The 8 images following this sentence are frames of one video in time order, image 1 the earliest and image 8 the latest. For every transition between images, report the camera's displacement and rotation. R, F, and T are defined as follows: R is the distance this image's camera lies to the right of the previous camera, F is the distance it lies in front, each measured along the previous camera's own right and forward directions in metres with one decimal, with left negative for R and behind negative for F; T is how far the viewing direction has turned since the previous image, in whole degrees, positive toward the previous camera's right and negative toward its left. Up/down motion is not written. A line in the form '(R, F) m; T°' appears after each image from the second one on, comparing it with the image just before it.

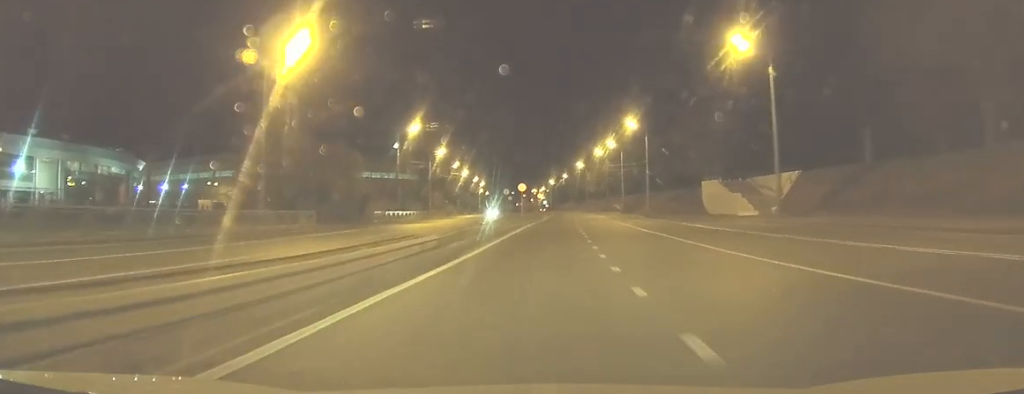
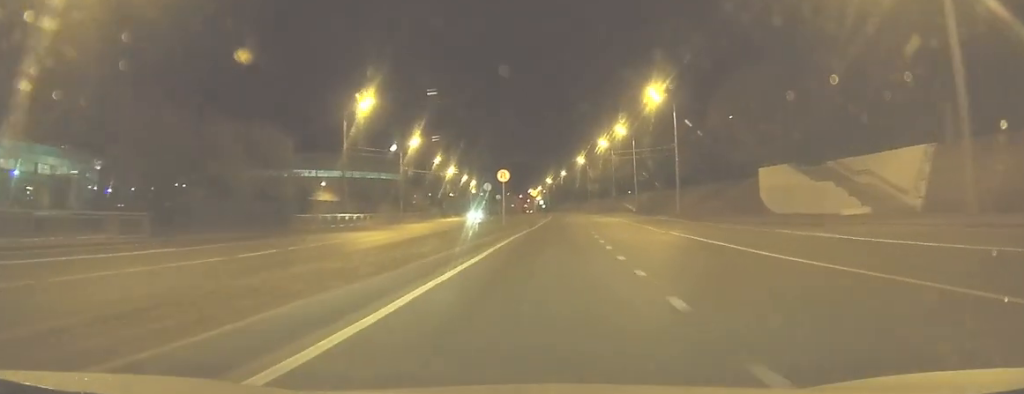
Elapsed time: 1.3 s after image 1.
(0.0, +21.3) m; 0°
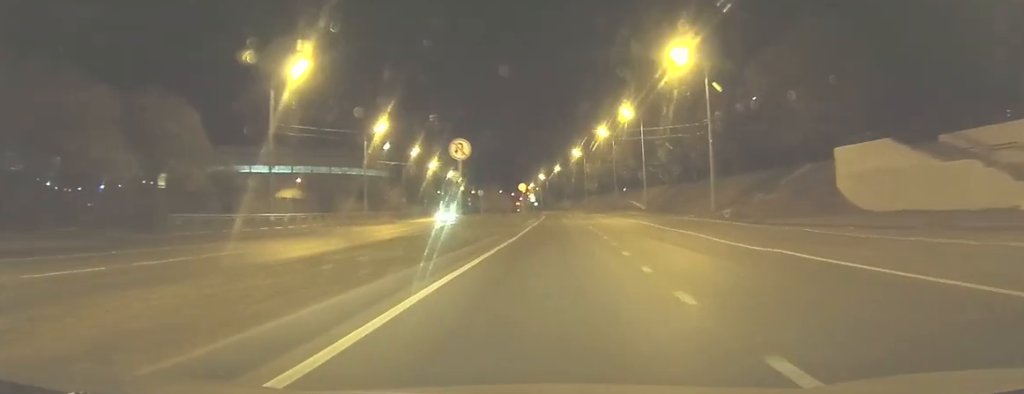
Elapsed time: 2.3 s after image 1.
(0.0, +15.8) m; 0°
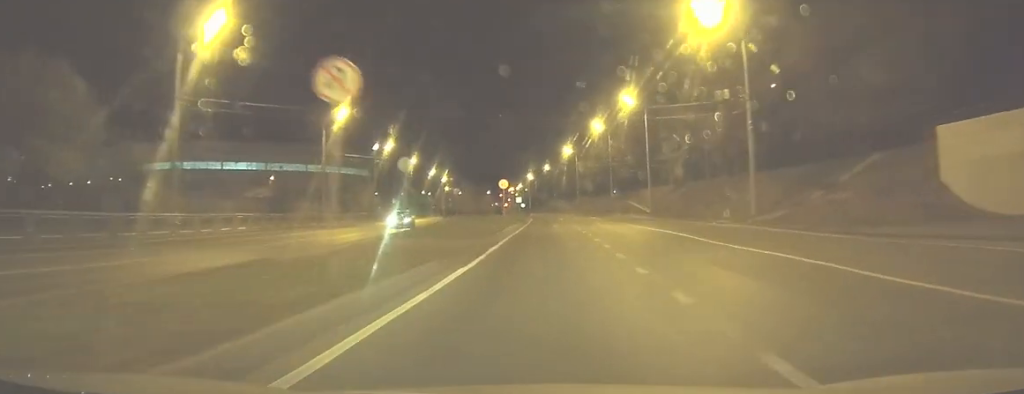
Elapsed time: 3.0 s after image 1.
(+0.1, +11.9) m; 0°
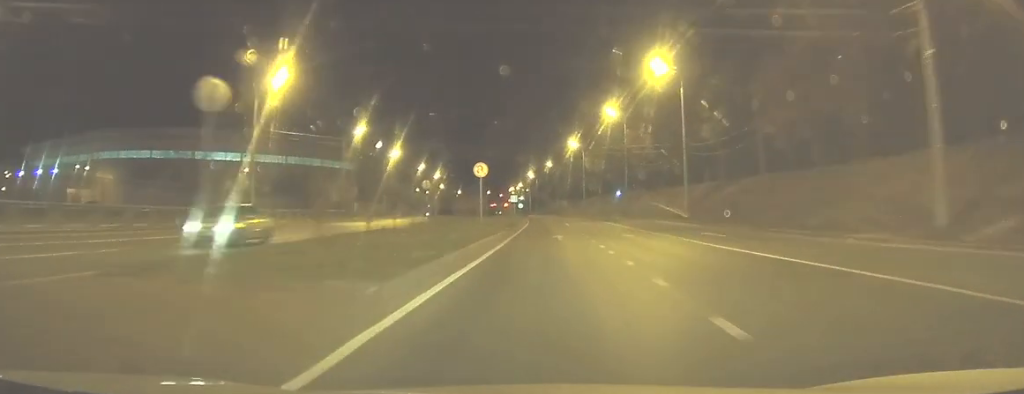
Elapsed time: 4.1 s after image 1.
(+0.1, +18.1) m; 0°
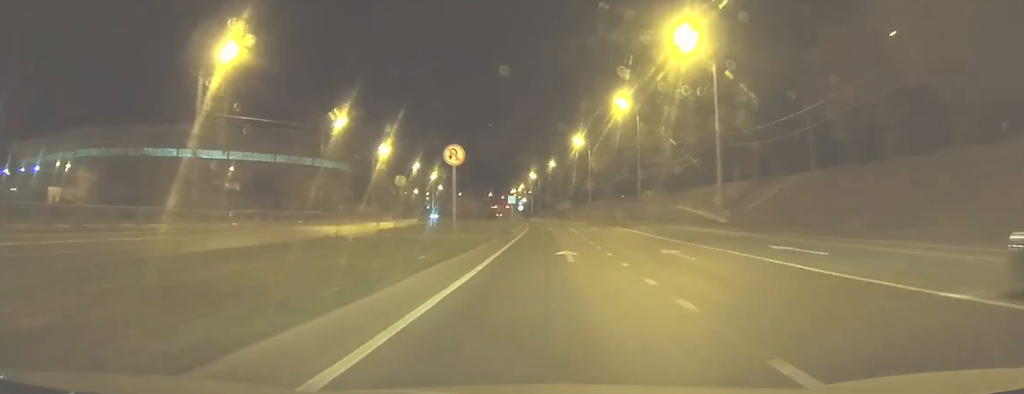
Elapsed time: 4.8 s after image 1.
(0.0, +9.9) m; 0°
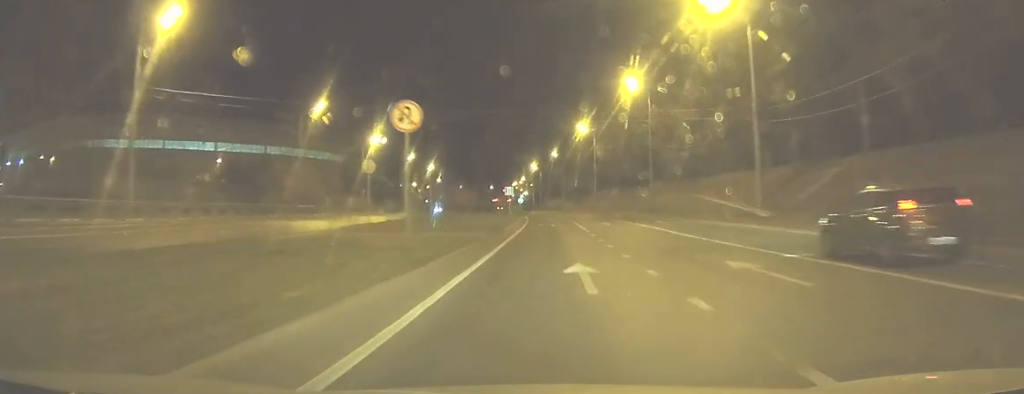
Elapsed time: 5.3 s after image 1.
(0.0, +7.7) m; +1°
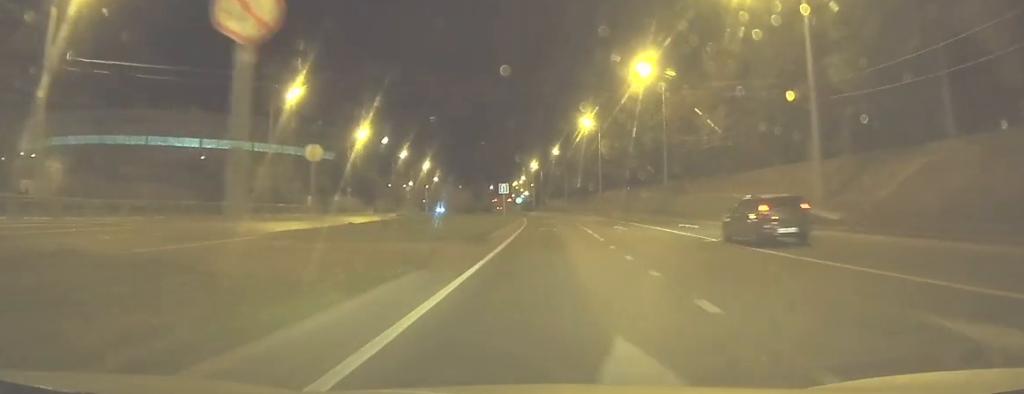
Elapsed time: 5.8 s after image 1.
(0.0, +8.1) m; 0°
